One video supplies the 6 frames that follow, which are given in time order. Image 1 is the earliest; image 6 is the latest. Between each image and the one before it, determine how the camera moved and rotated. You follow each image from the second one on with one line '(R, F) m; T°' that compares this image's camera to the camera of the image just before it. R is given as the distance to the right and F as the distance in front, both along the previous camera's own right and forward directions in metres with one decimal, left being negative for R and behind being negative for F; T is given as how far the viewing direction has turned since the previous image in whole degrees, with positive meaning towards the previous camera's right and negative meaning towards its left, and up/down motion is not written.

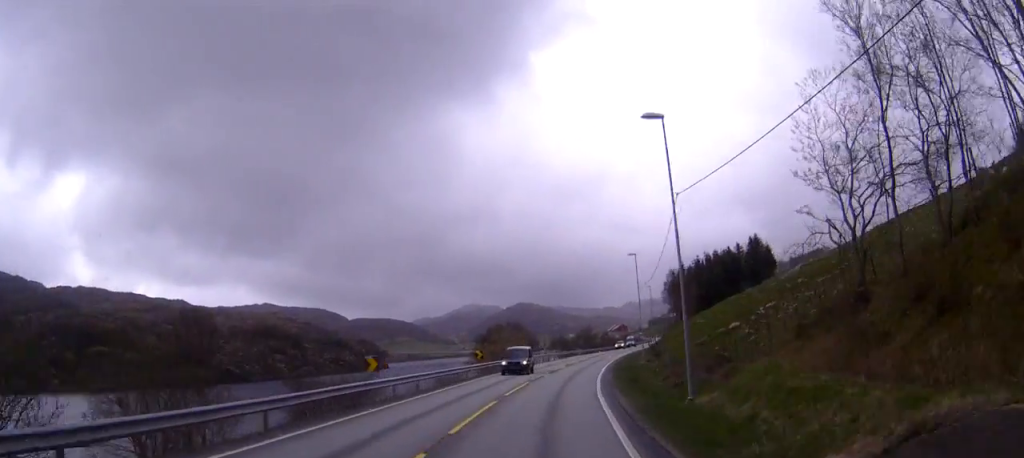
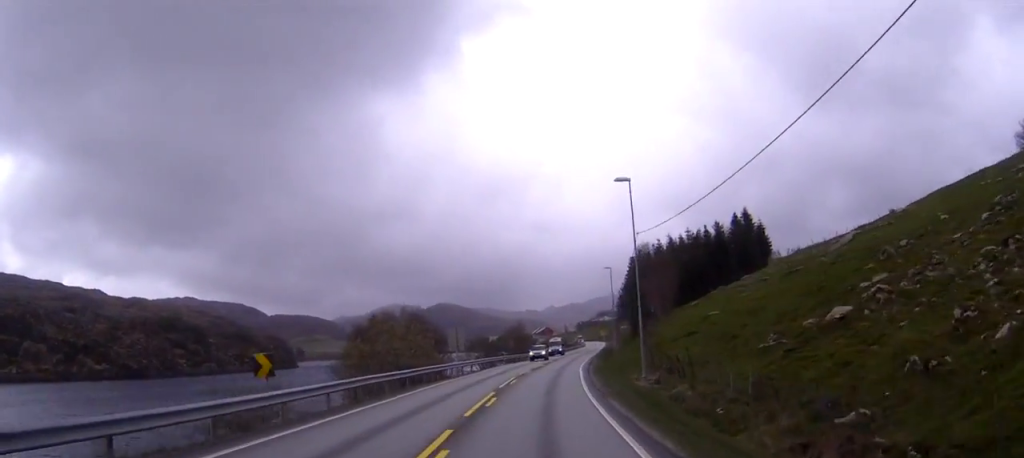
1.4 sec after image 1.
(+1.9, +33.9) m; +6°
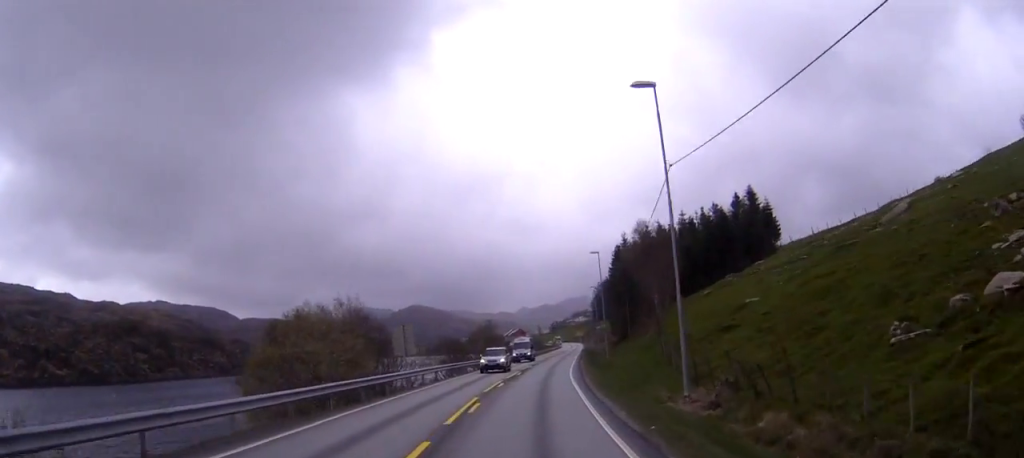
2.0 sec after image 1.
(+0.4, +14.3) m; +1°
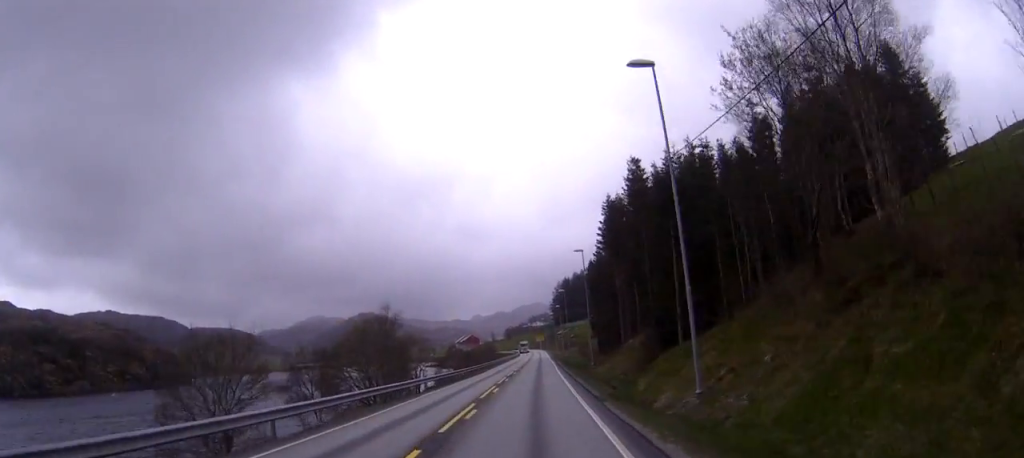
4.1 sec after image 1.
(+0.8, +48.6) m; +1°
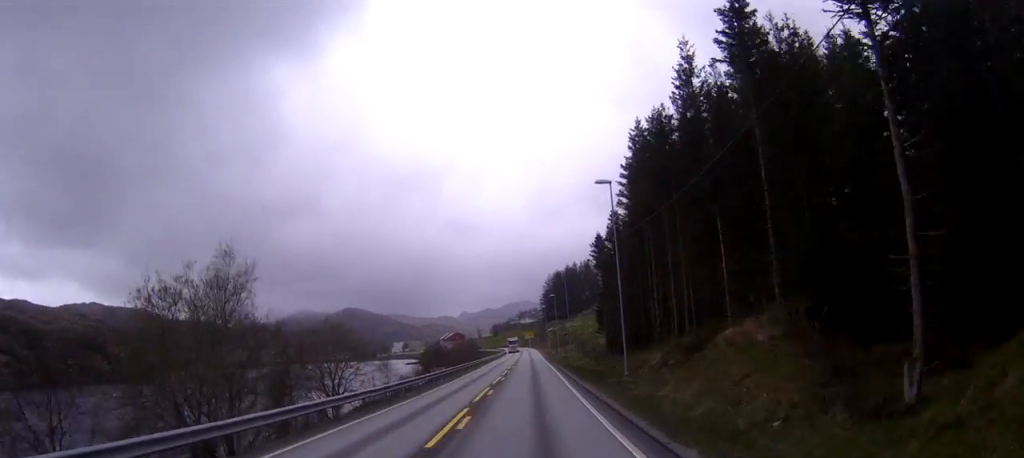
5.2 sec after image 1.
(+0.1, +26.4) m; 0°
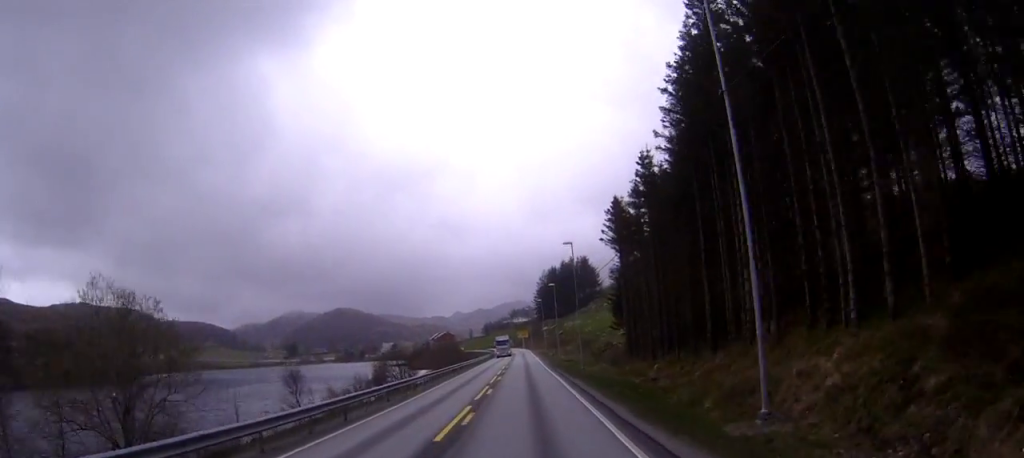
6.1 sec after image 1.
(+0.1, +22.5) m; +1°
